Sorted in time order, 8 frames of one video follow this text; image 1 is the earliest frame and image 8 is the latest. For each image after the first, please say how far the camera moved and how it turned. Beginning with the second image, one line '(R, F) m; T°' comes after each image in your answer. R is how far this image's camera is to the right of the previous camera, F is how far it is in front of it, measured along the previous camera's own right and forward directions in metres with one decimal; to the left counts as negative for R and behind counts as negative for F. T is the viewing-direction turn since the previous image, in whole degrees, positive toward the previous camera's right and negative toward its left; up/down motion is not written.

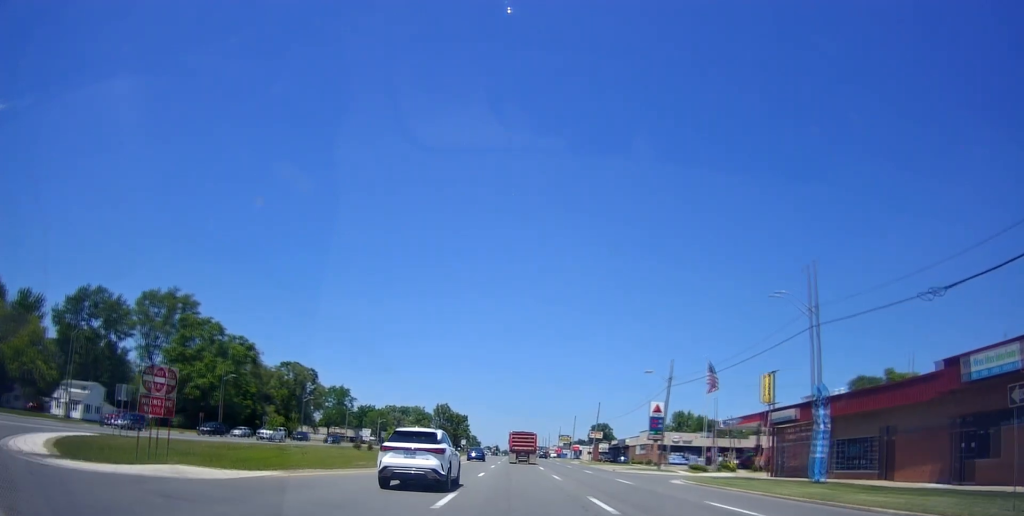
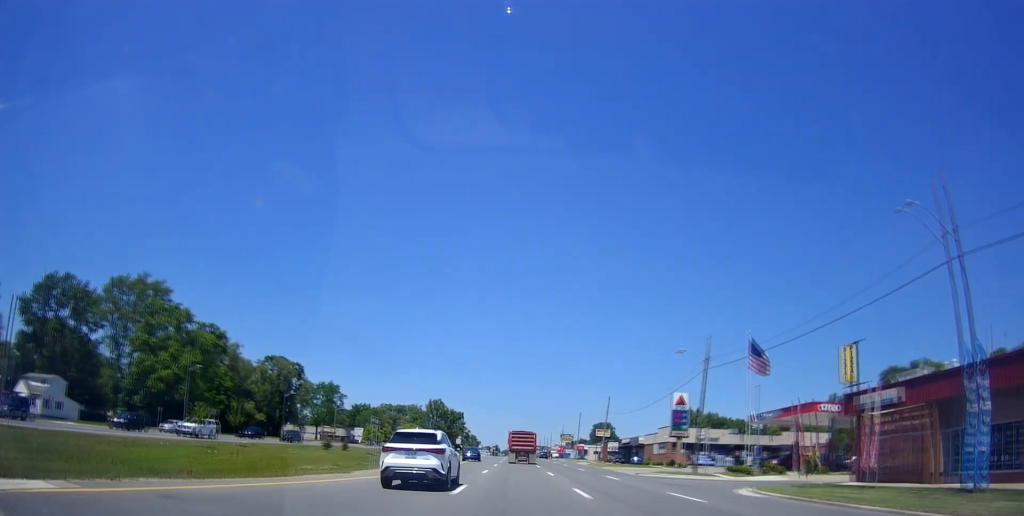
(-0.2, +11.1) m; -1°
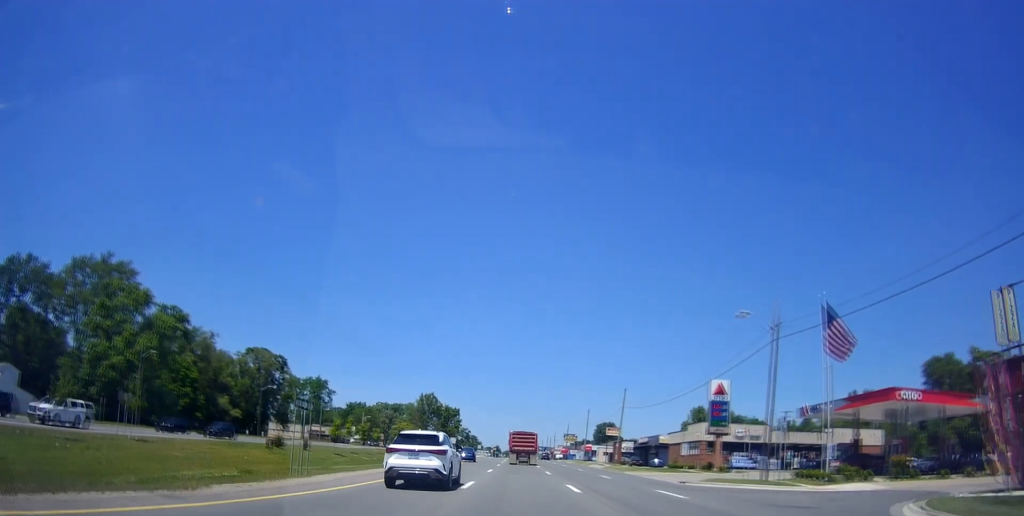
(-0.1, +12.6) m; -1°
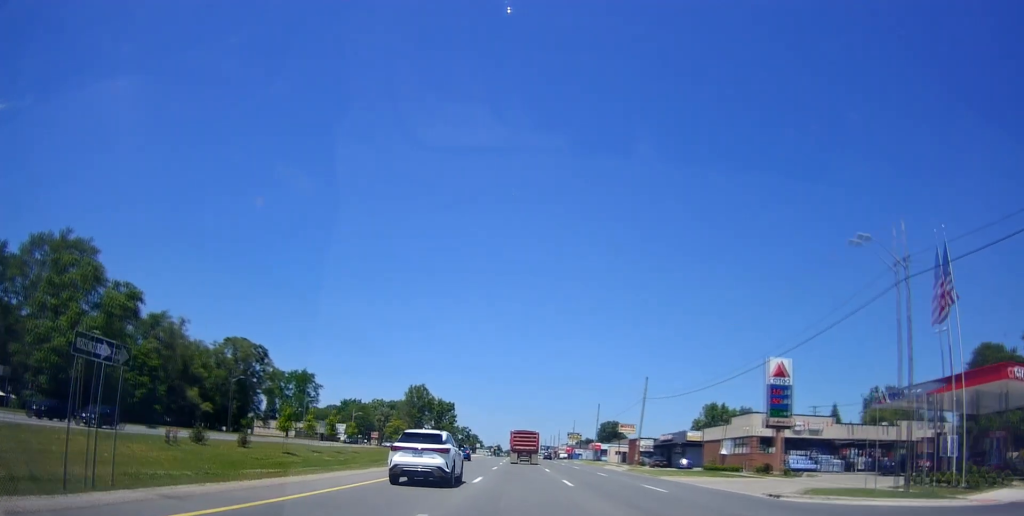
(-0.3, +12.7) m; +1°
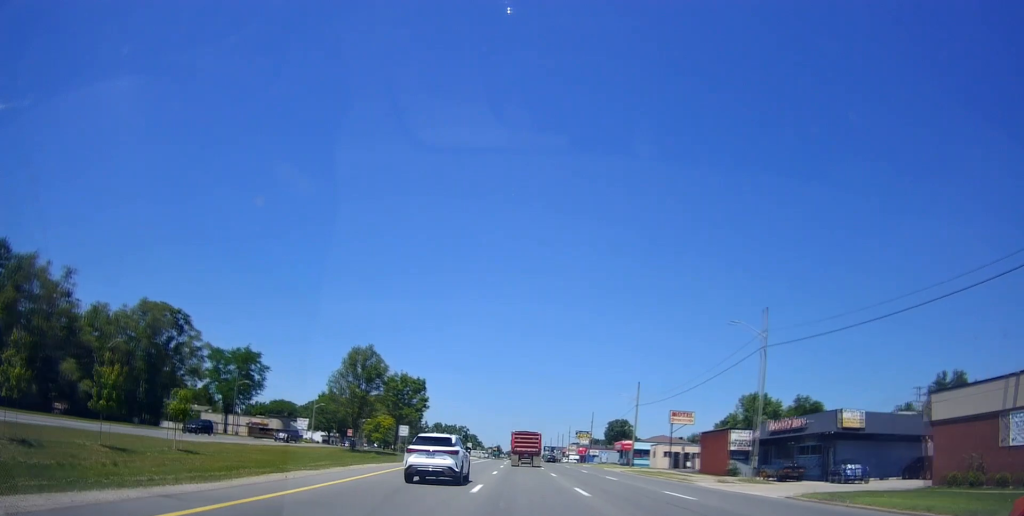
(+0.6, +34.8) m; +1°
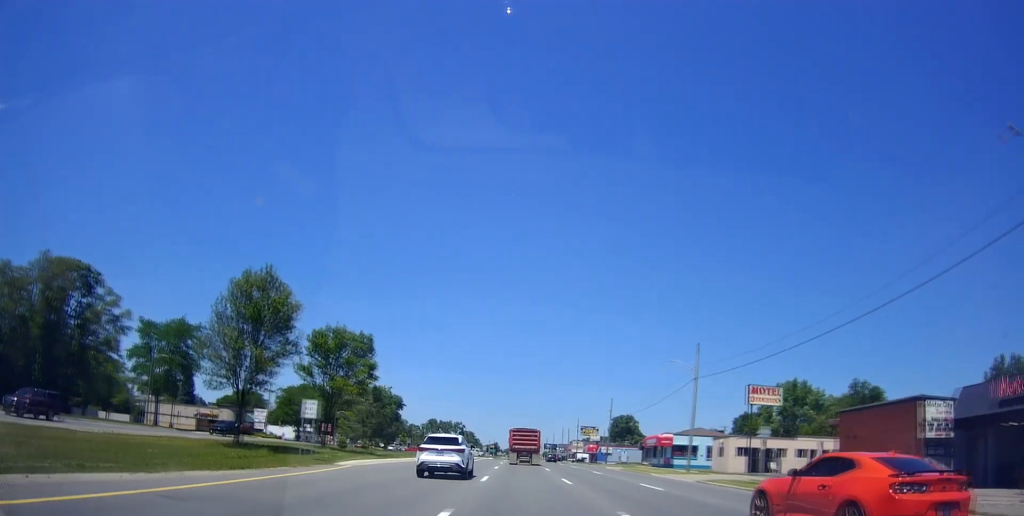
(-0.1, +25.2) m; +1°
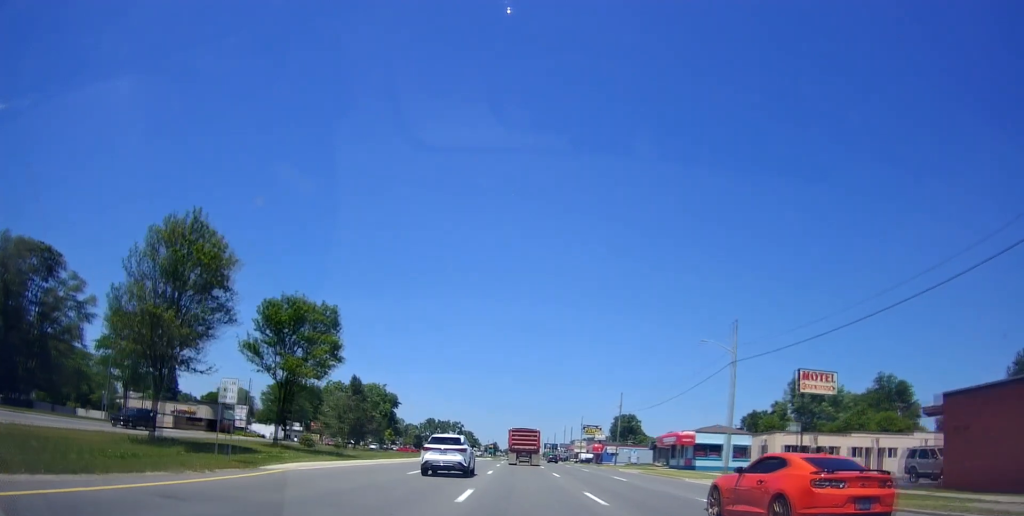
(+0.1, +8.8) m; +1°
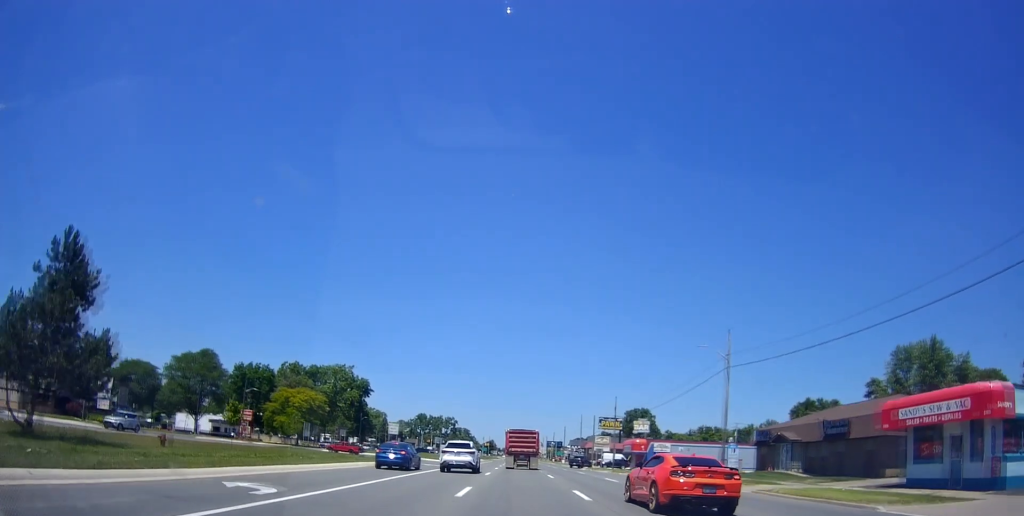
(0.0, +43.6) m; 0°
